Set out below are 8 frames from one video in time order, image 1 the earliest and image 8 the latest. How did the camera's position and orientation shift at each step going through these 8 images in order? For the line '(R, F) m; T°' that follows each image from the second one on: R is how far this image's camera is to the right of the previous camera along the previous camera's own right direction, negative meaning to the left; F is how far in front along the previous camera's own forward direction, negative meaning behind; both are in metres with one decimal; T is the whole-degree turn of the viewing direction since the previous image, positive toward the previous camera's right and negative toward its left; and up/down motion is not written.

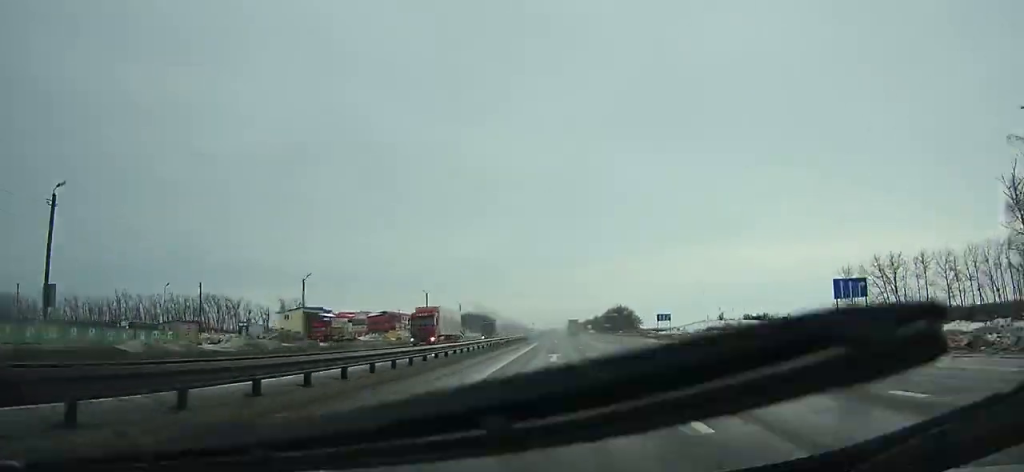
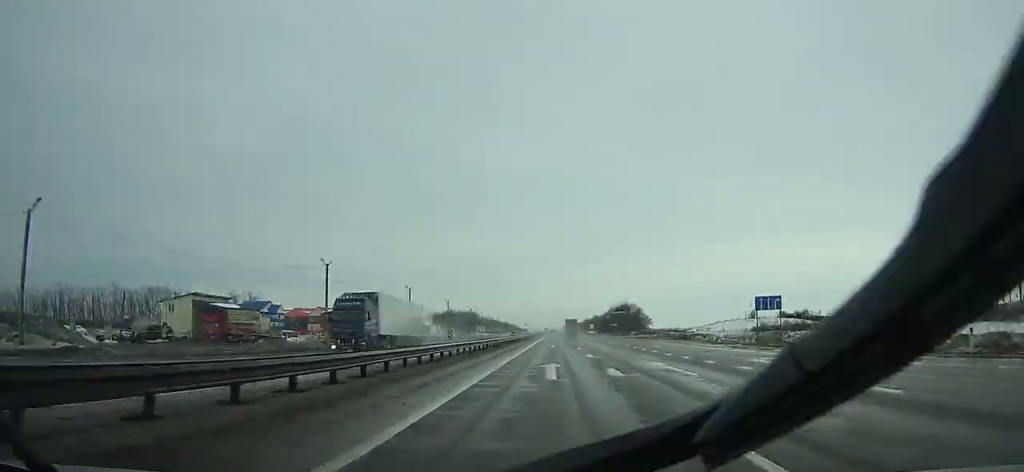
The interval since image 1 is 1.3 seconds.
(0.0, +37.9) m; 0°
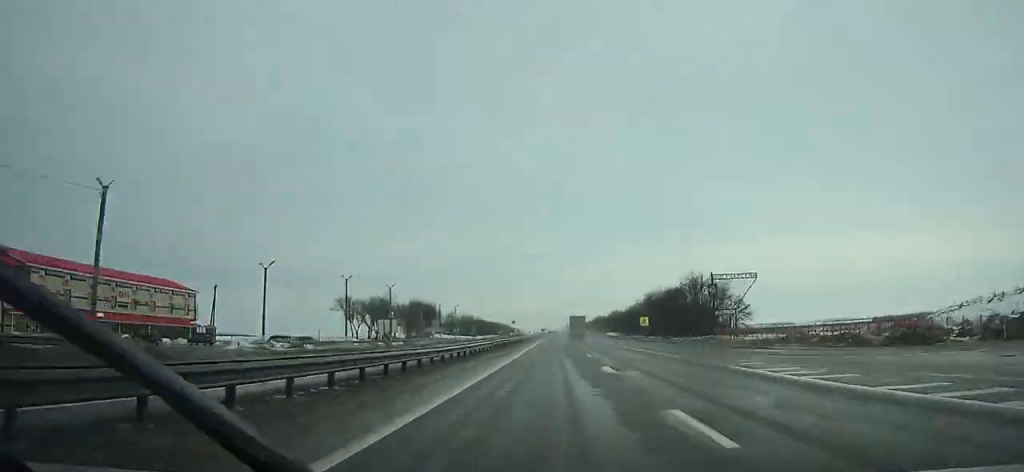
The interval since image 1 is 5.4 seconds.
(0.0, +118.8) m; 0°
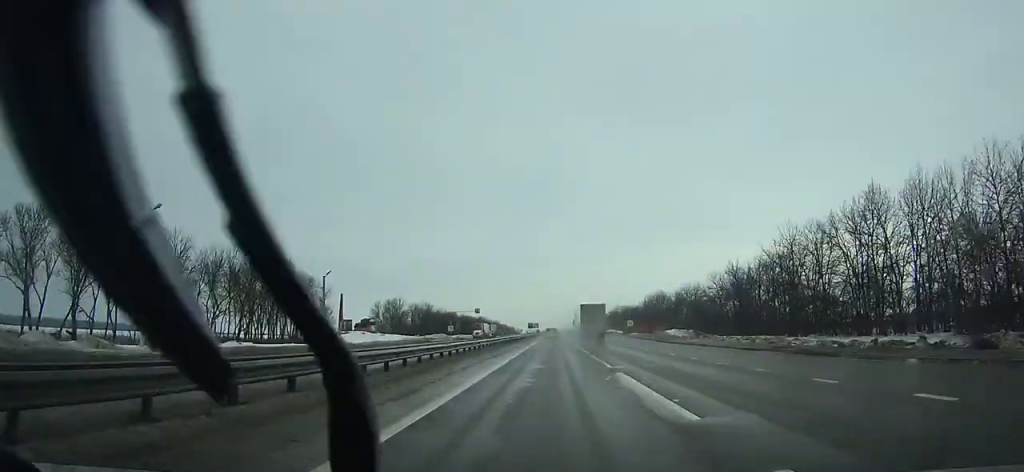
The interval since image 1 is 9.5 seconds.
(-0.4, +117.0) m; 0°
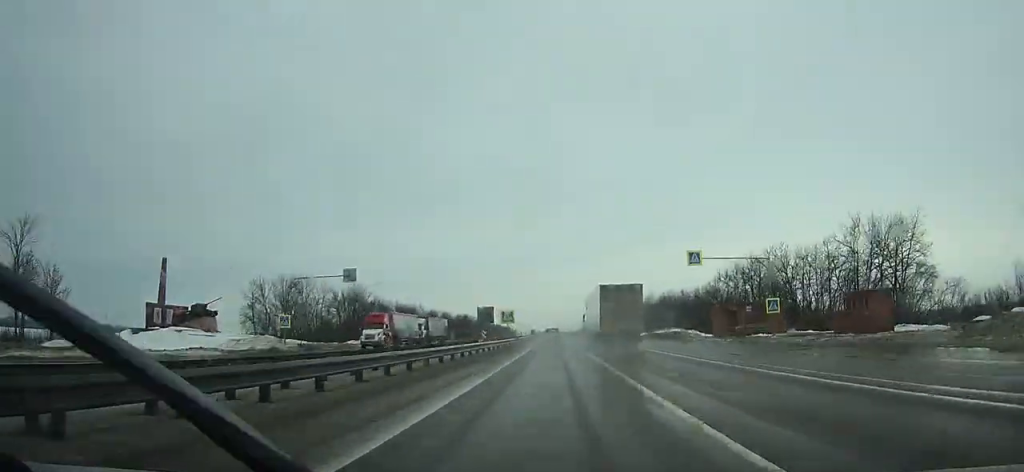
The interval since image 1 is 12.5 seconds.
(-0.1, +84.4) m; 0°
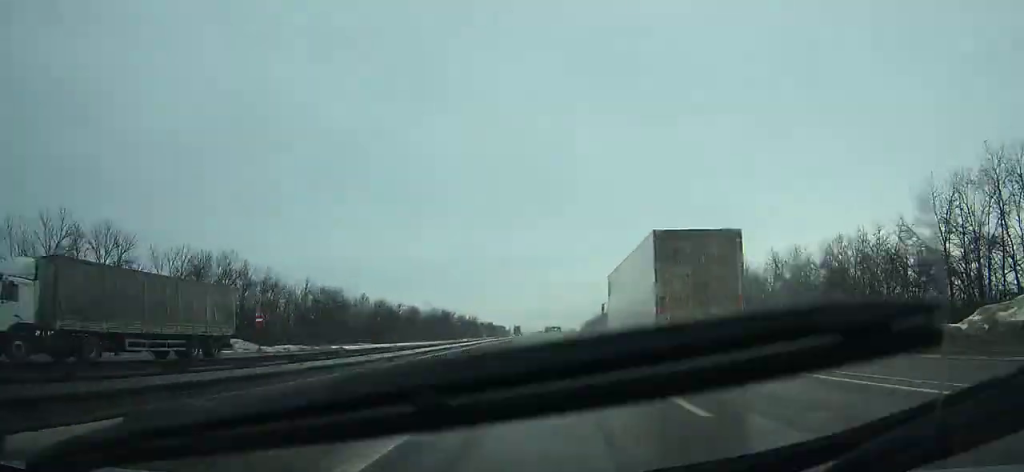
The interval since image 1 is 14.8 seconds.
(0.0, +64.2) m; 0°
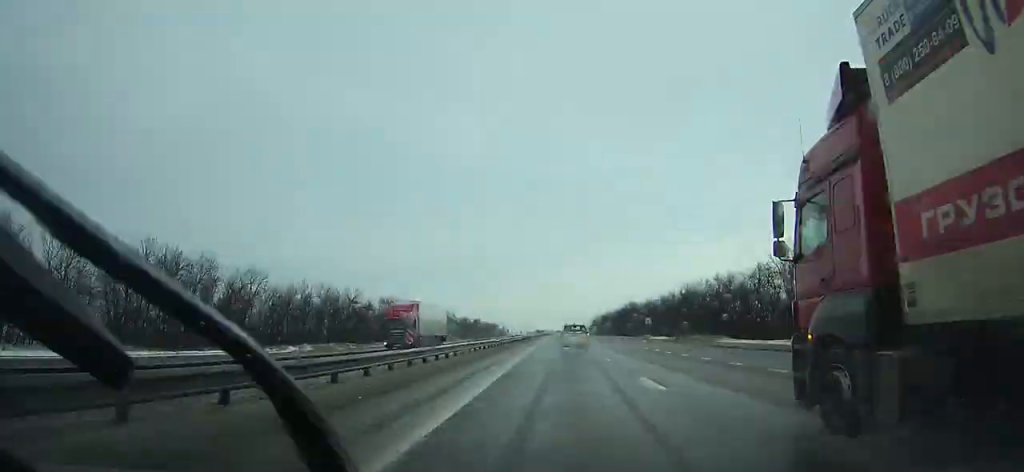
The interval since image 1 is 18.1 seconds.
(+0.4, +91.0) m; 0°
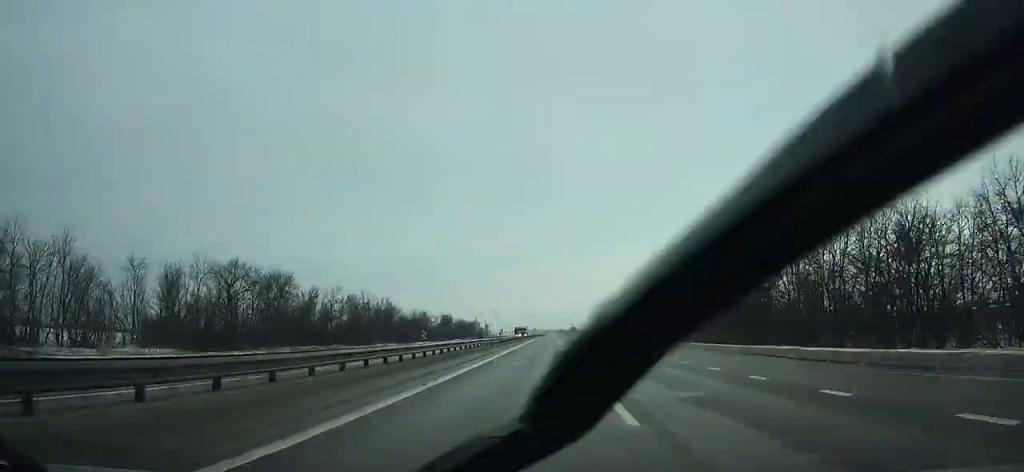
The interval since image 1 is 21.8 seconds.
(+0.2, +101.5) m; 0°
